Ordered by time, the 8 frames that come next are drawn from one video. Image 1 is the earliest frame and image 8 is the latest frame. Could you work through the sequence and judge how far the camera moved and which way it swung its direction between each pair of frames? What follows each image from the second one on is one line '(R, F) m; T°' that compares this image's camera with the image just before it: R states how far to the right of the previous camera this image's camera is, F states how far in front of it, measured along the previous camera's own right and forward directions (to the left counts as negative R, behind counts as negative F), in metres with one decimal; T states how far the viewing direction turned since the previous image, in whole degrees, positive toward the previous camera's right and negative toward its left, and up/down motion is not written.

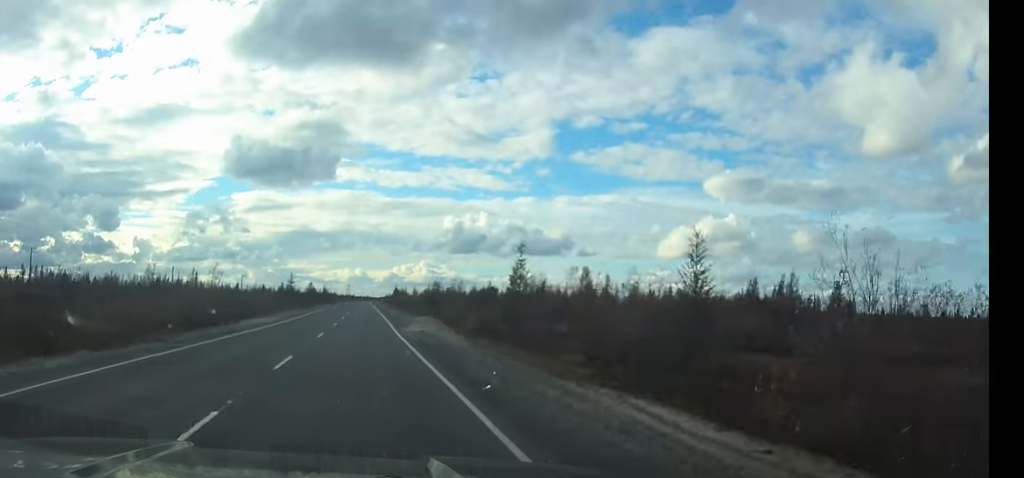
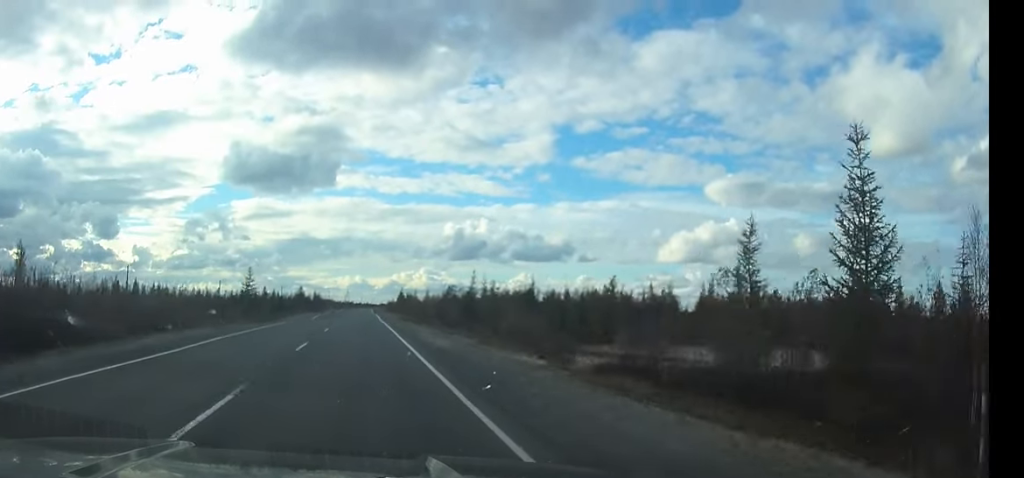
(0.0, +43.4) m; 0°
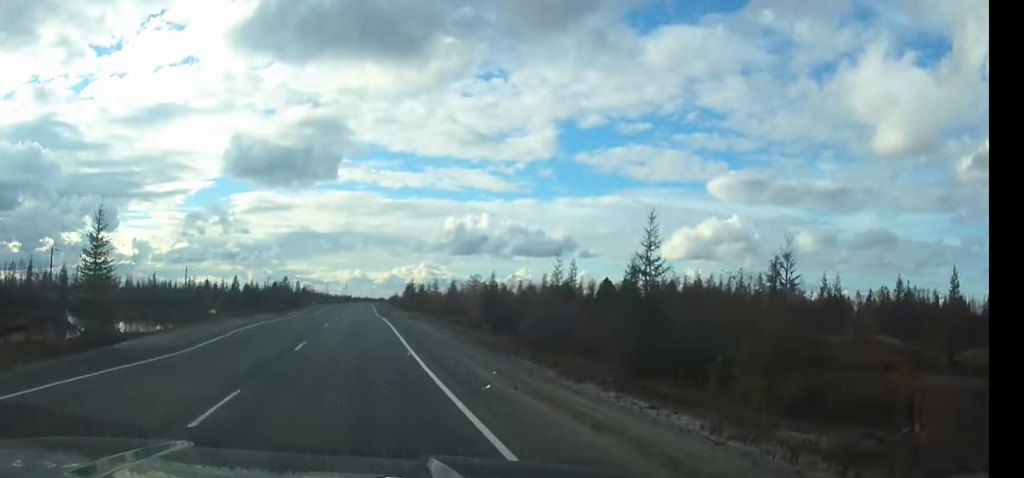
(-0.1, +44.5) m; 0°
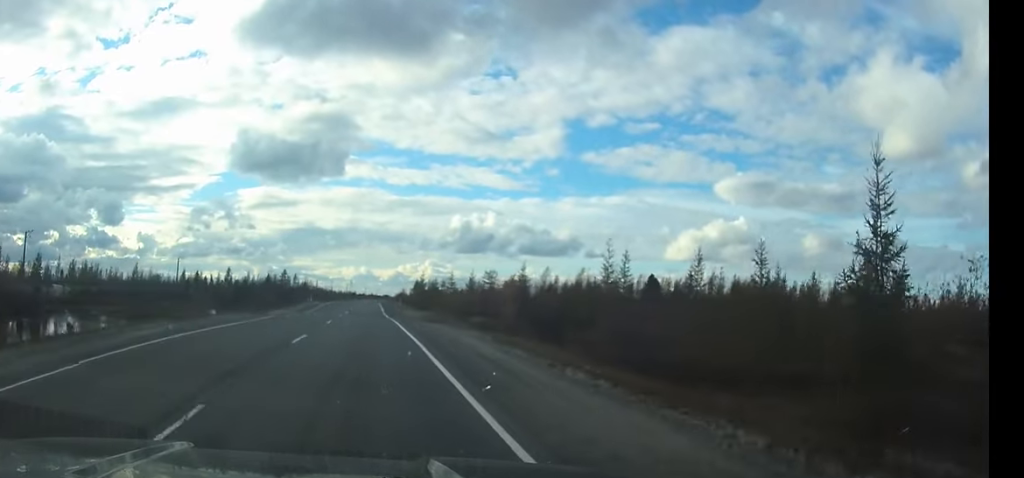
(0.0, +14.1) m; 0°
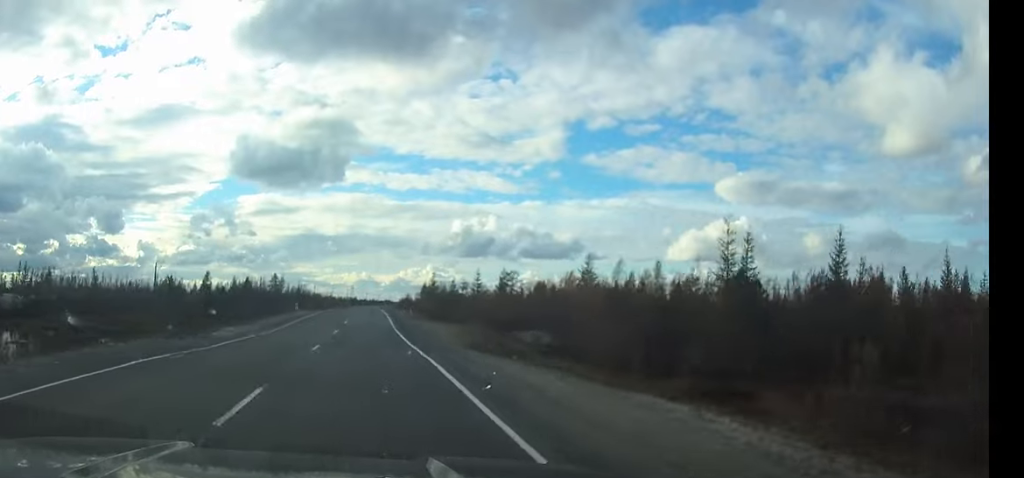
(0.0, +21.4) m; 0°
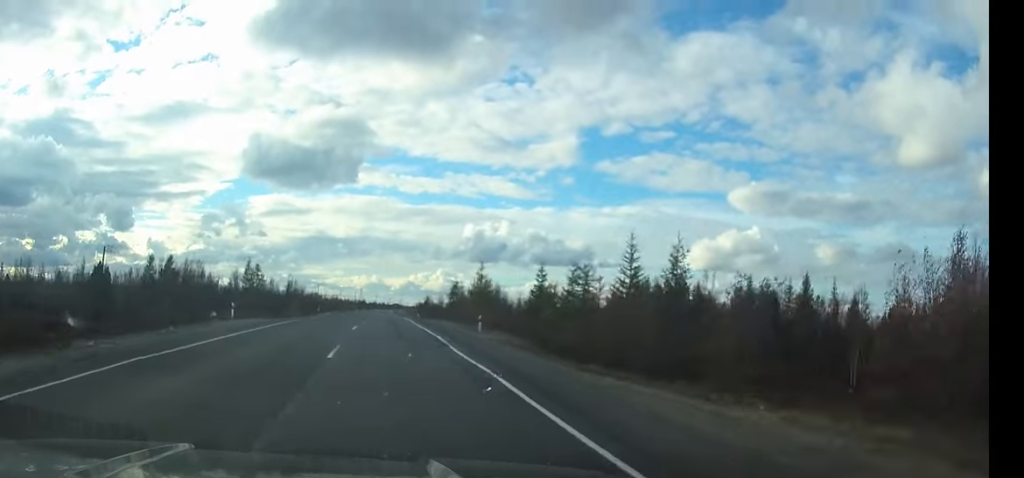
(0.0, +39.6) m; 0°
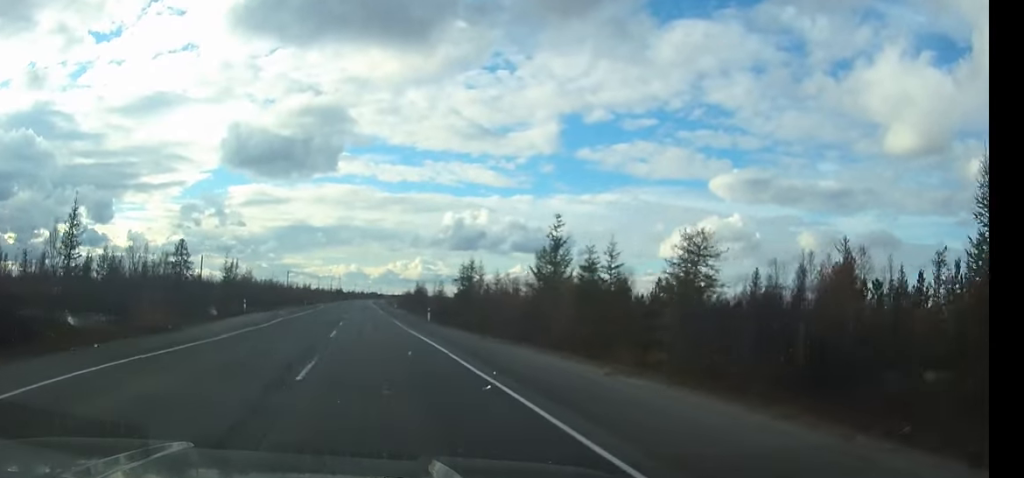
(+0.3, +40.6) m; 0°
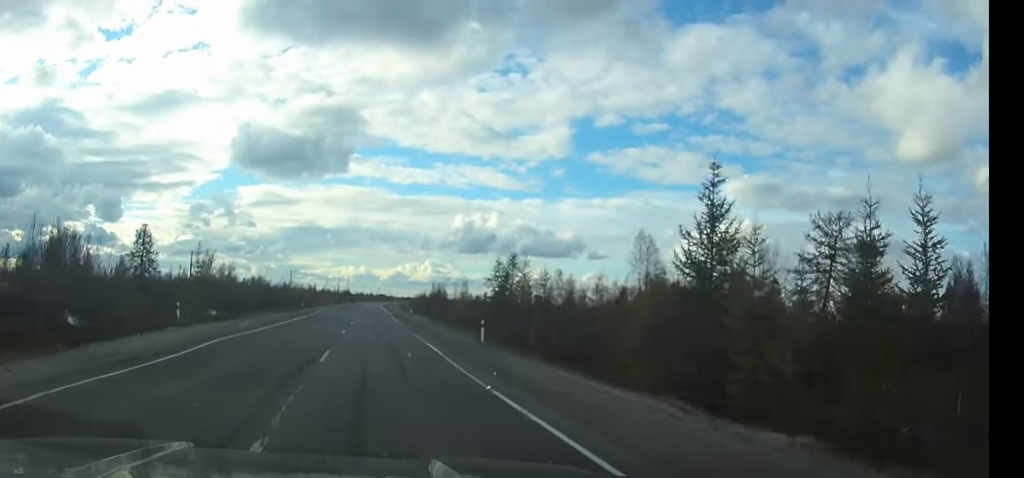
(-0.1, +19.1) m; 0°
